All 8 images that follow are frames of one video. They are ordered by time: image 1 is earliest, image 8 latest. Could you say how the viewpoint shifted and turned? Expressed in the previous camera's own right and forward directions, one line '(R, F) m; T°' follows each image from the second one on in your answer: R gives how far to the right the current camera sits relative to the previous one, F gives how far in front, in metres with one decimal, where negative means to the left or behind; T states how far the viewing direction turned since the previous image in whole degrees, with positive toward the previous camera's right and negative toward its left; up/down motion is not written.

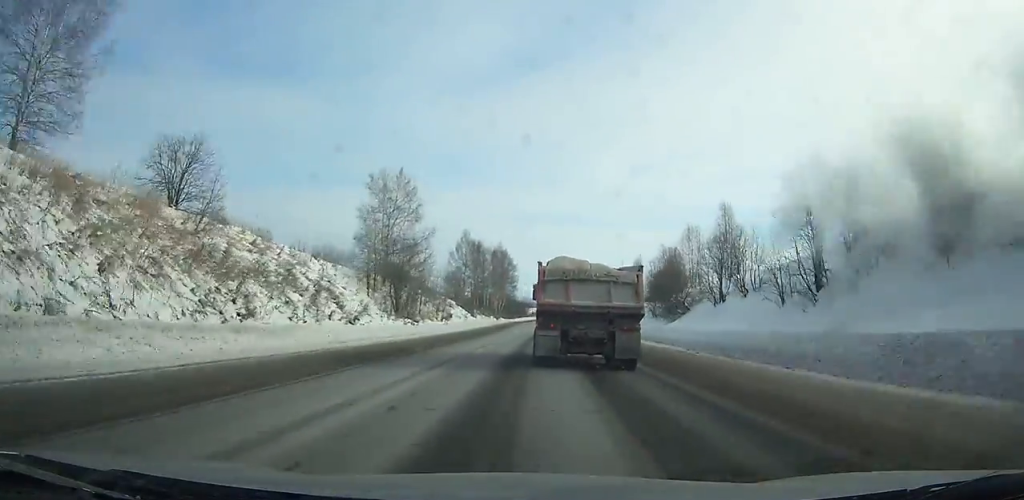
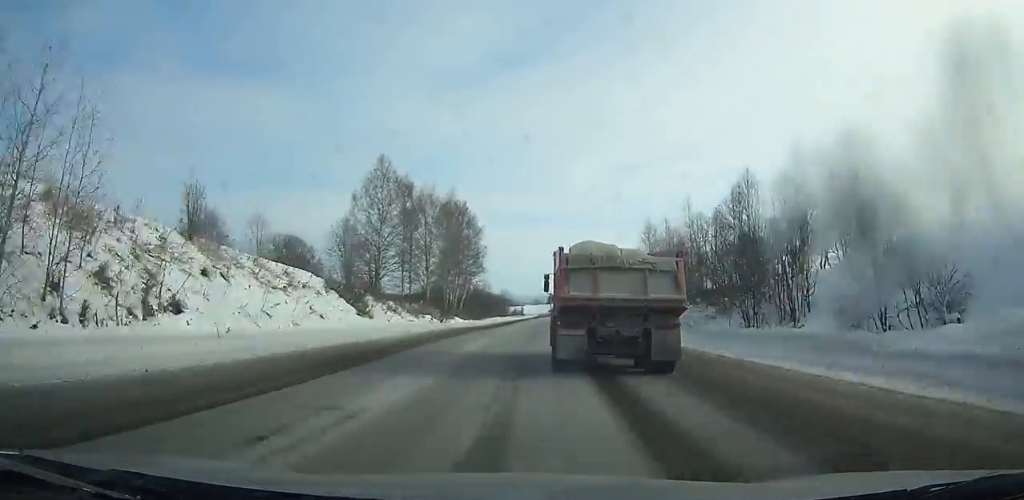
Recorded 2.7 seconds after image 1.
(+0.6, +56.0) m; +2°
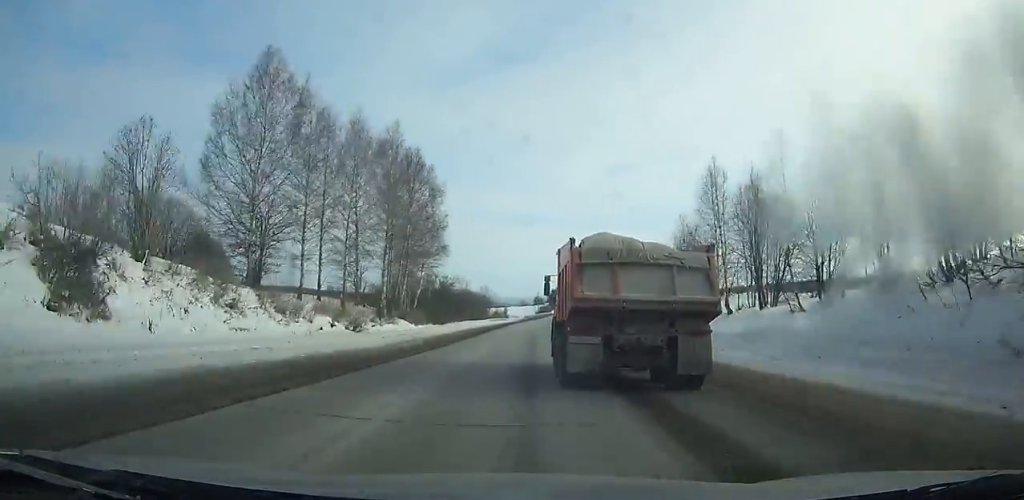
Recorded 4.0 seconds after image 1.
(-0.1, +26.9) m; +1°
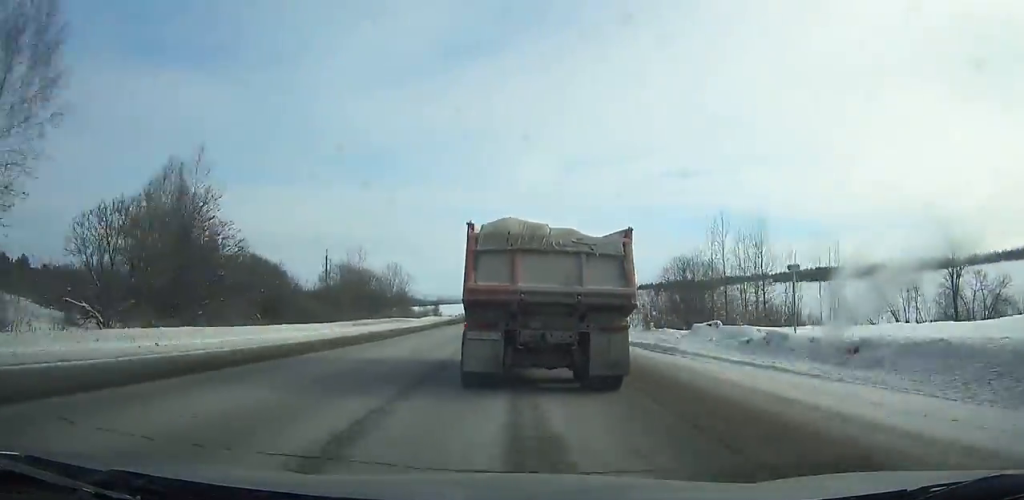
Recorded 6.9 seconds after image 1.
(+1.8, +58.6) m; +2°
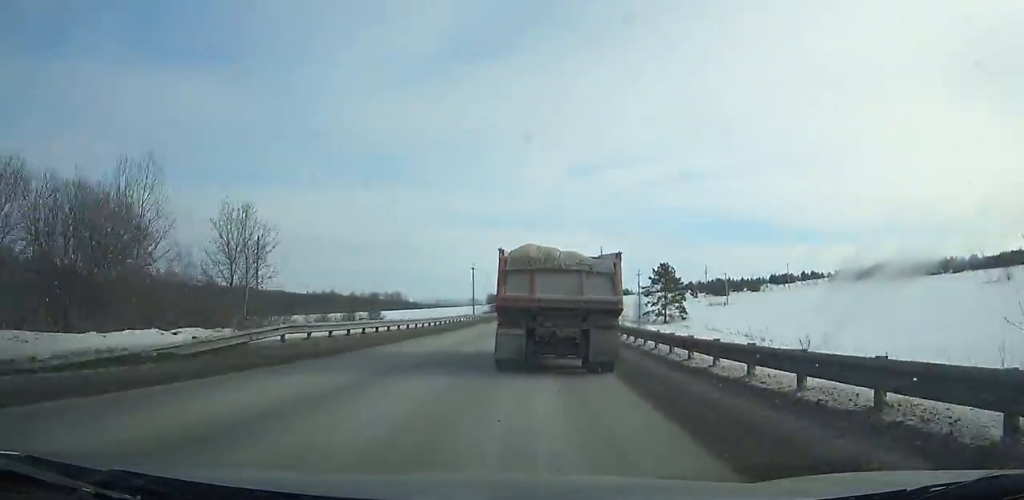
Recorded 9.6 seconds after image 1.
(+0.4, +53.2) m; +1°
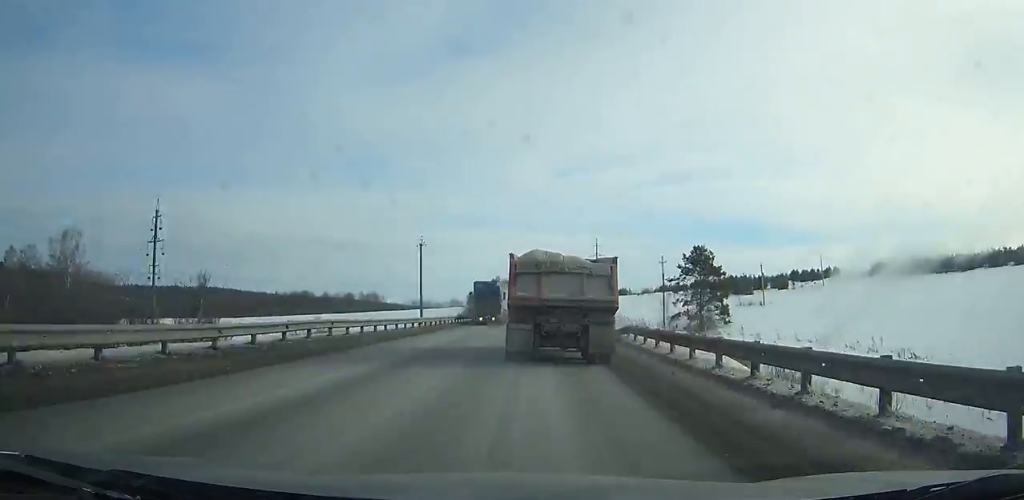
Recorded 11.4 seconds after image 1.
(+0.2, +35.0) m; +1°
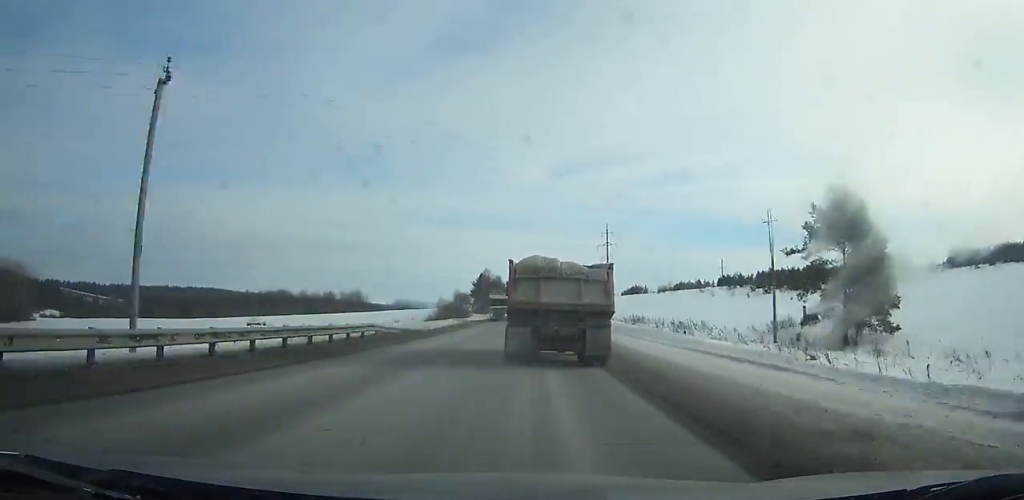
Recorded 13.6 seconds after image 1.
(+0.3, +42.3) m; +1°
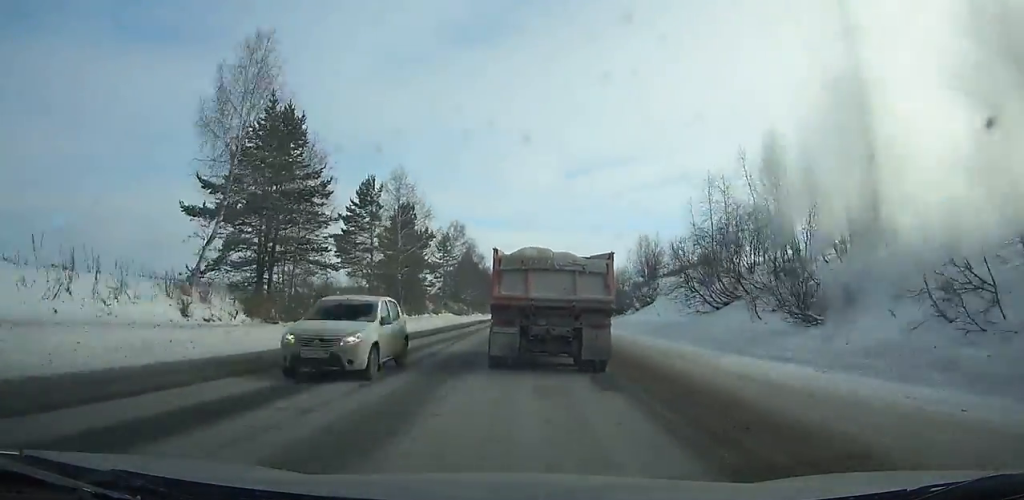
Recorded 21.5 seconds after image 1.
(-0.7, +146.6) m; -1°
